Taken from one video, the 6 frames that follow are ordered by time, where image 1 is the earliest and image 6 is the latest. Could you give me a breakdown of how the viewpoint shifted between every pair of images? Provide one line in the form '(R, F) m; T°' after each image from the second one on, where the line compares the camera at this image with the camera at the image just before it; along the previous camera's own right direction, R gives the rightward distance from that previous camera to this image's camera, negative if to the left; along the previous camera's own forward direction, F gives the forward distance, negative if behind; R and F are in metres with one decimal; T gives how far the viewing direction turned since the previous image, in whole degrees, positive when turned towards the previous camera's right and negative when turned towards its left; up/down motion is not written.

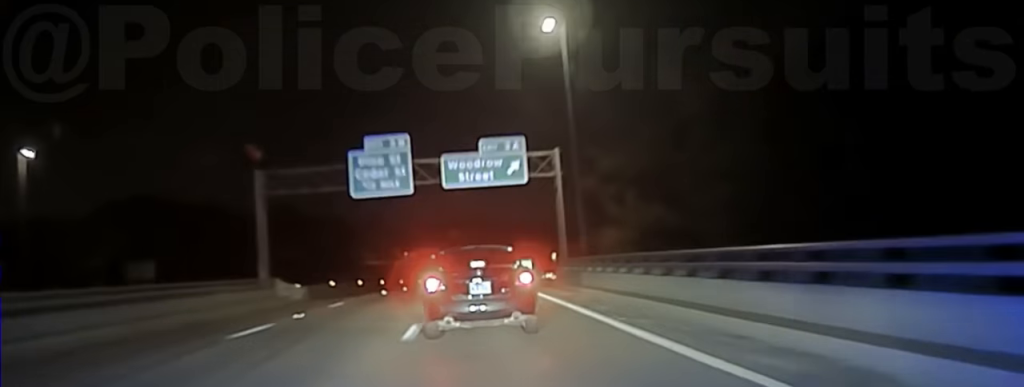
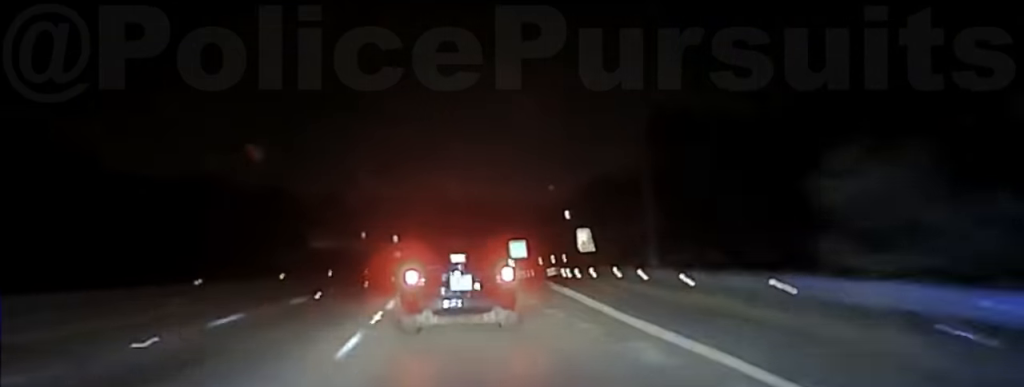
(+0.2, +46.7) m; 0°
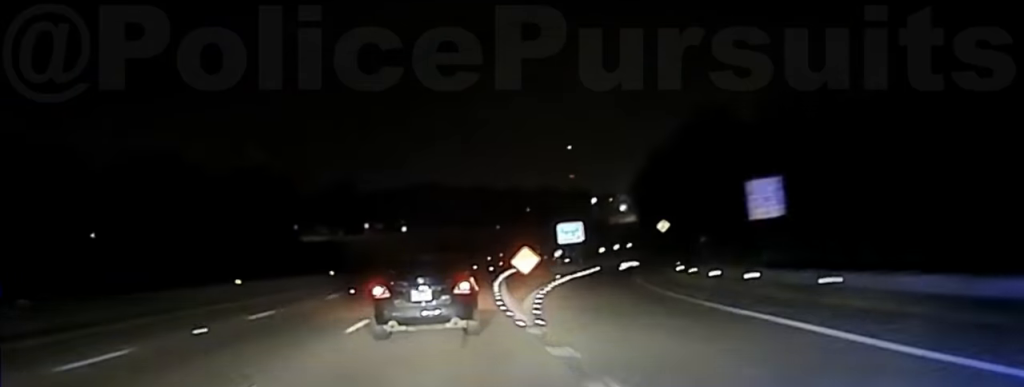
(0.0, +42.8) m; +1°
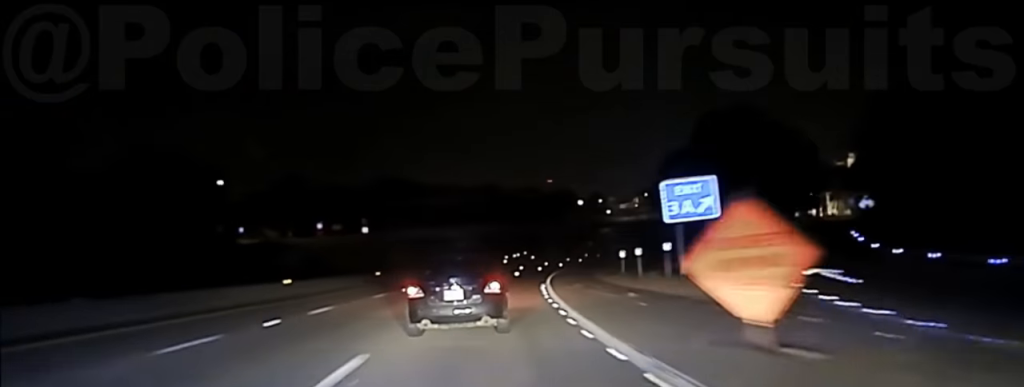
(+1.1, +44.4) m; +4°
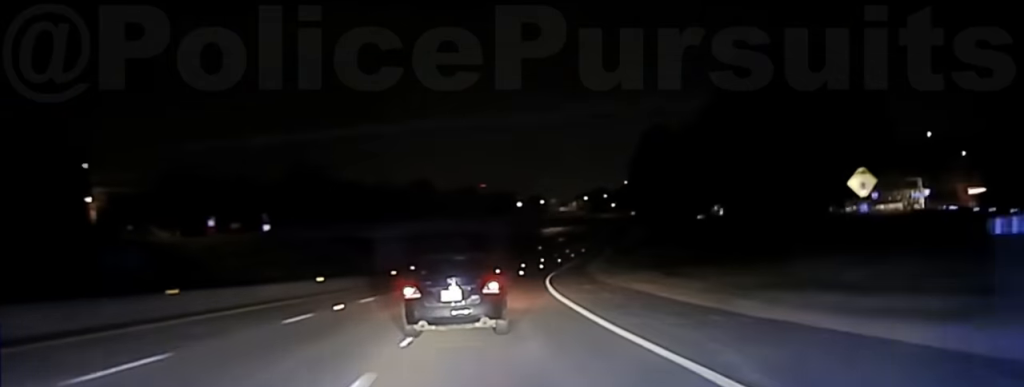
(+1.1, +39.7) m; +4°
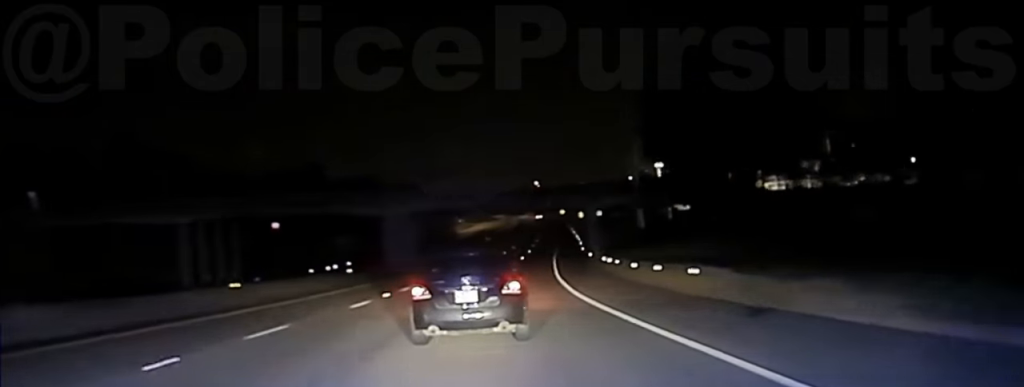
(+4.2, +64.9) m; +7°
